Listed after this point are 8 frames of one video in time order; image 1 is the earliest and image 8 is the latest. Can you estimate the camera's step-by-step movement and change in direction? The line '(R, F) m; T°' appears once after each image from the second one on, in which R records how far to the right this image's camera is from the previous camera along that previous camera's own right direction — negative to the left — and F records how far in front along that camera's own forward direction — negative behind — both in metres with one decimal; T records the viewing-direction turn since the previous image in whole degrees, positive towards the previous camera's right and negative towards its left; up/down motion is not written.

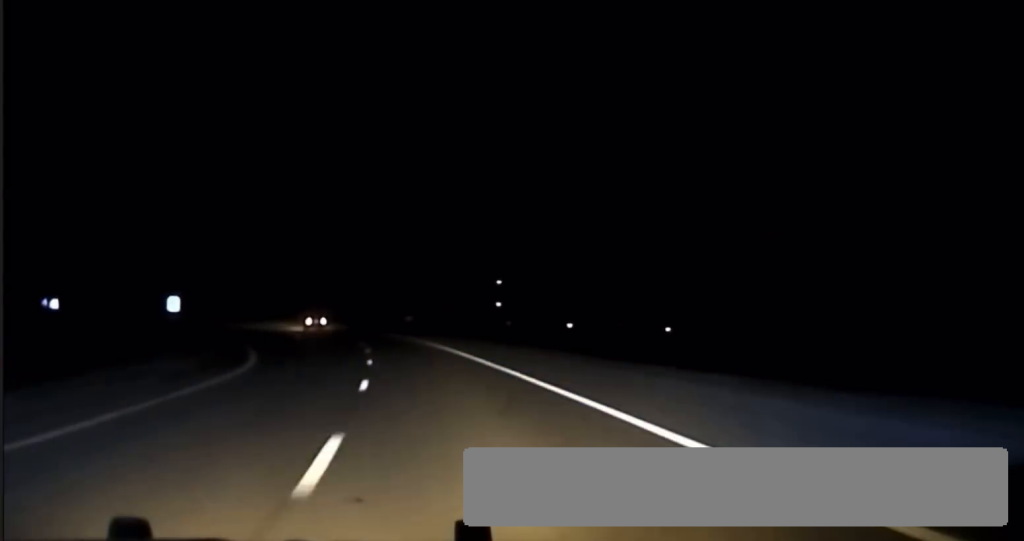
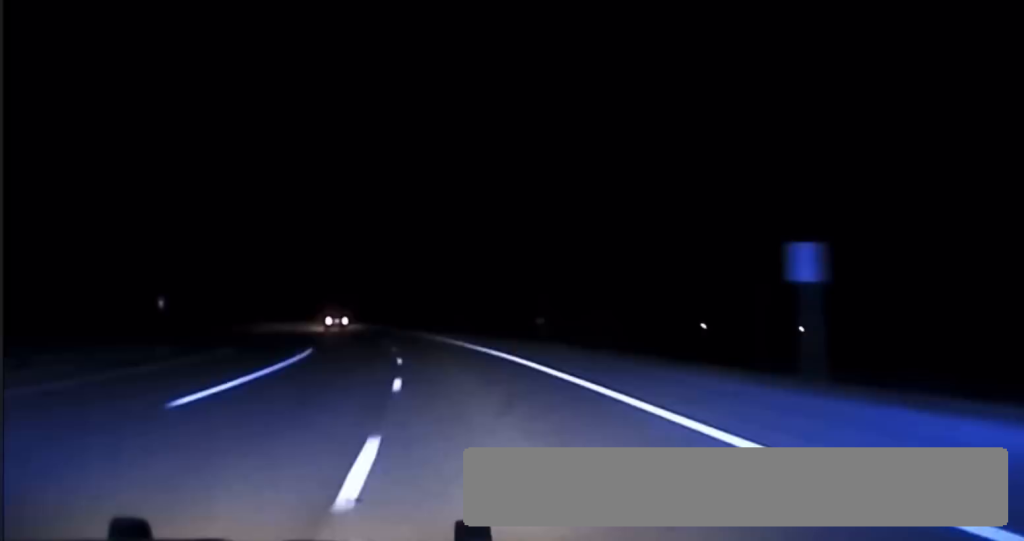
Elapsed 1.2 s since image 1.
(-3.8, +61.2) m; -7°
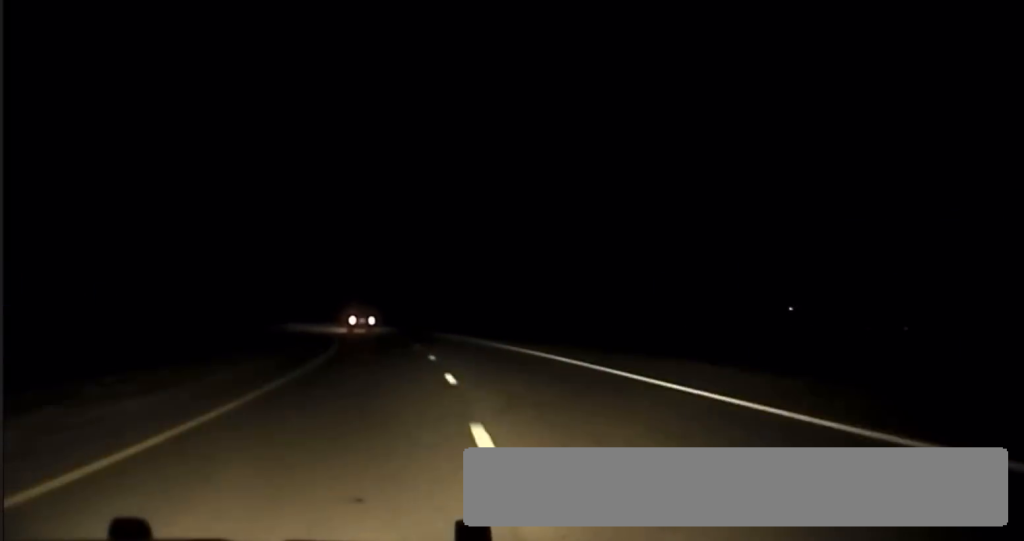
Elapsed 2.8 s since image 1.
(-5.3, +83.3) m; -7°
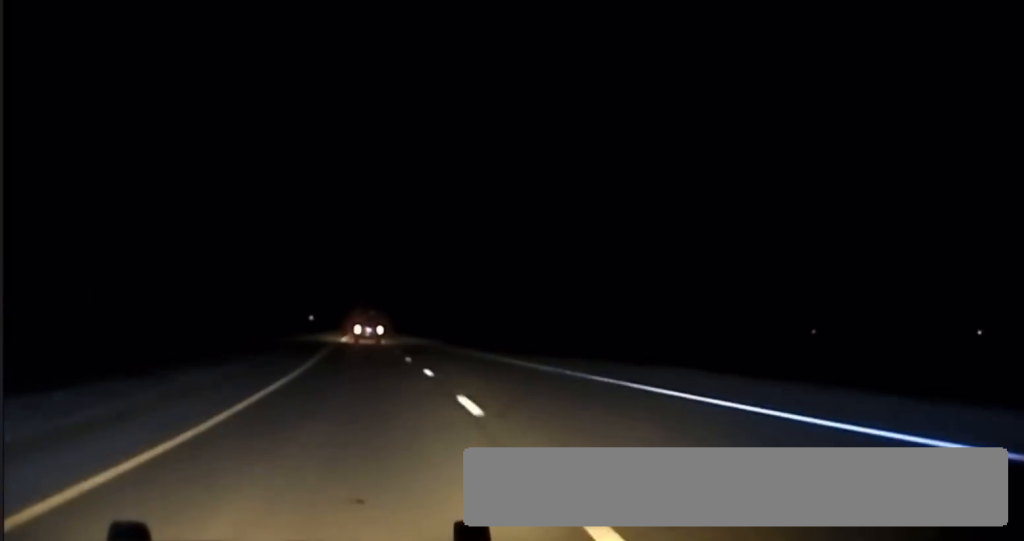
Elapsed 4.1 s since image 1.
(-3.3, +64.8) m; -5°
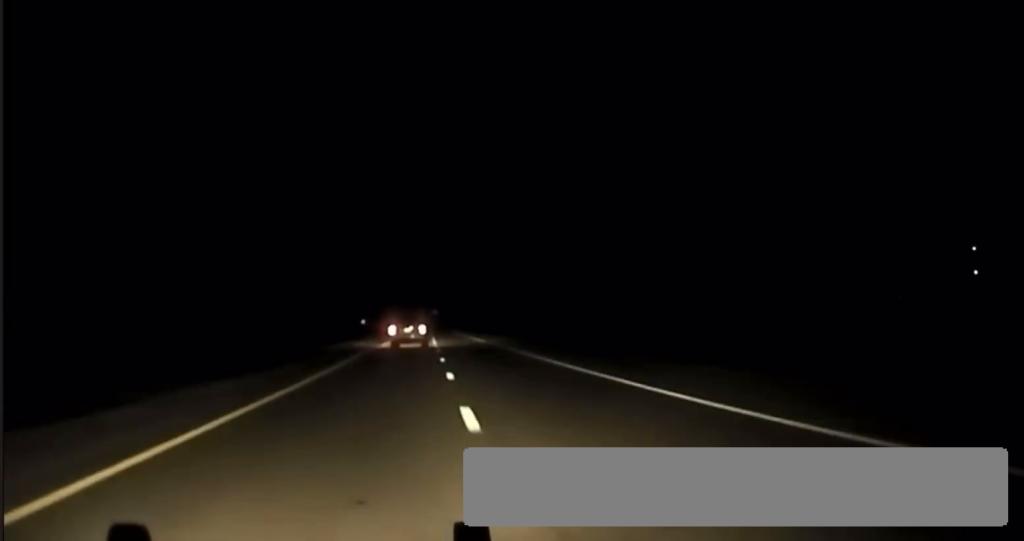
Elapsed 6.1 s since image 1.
(-2.5, +98.8) m; -2°
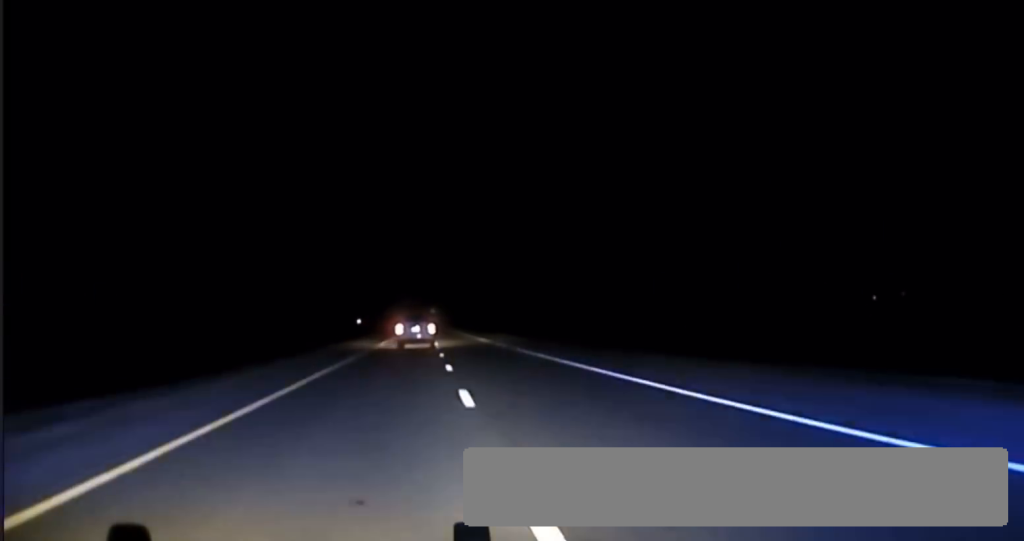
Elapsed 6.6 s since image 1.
(0.0, +20.7) m; 0°
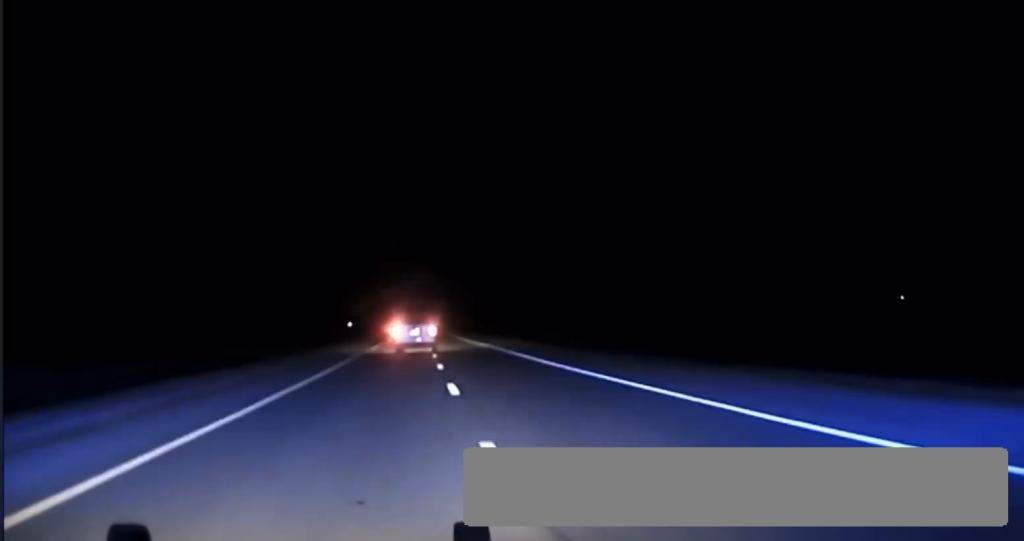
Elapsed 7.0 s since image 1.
(+0.1, +20.6) m; 0°
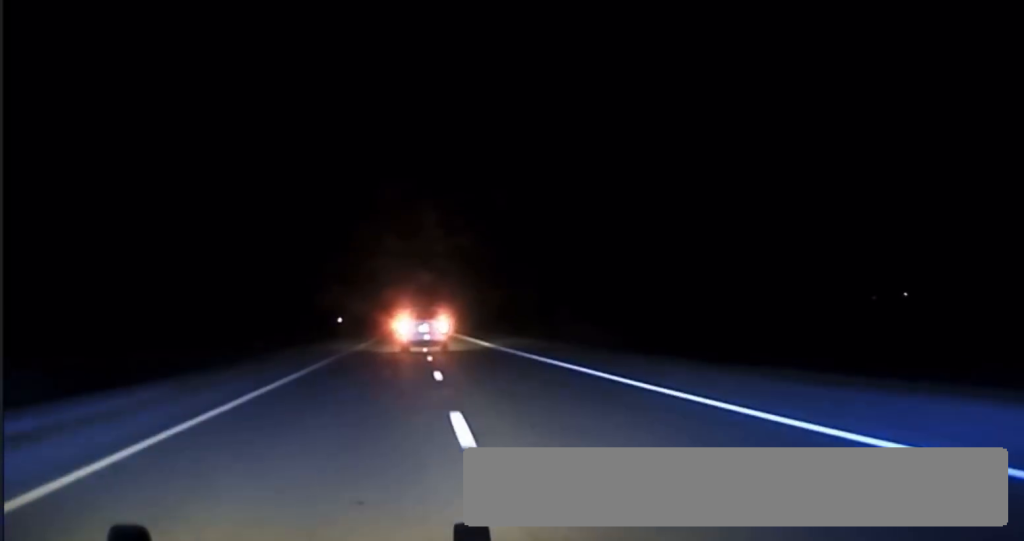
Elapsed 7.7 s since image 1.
(+0.1, +32.6) m; 0°
